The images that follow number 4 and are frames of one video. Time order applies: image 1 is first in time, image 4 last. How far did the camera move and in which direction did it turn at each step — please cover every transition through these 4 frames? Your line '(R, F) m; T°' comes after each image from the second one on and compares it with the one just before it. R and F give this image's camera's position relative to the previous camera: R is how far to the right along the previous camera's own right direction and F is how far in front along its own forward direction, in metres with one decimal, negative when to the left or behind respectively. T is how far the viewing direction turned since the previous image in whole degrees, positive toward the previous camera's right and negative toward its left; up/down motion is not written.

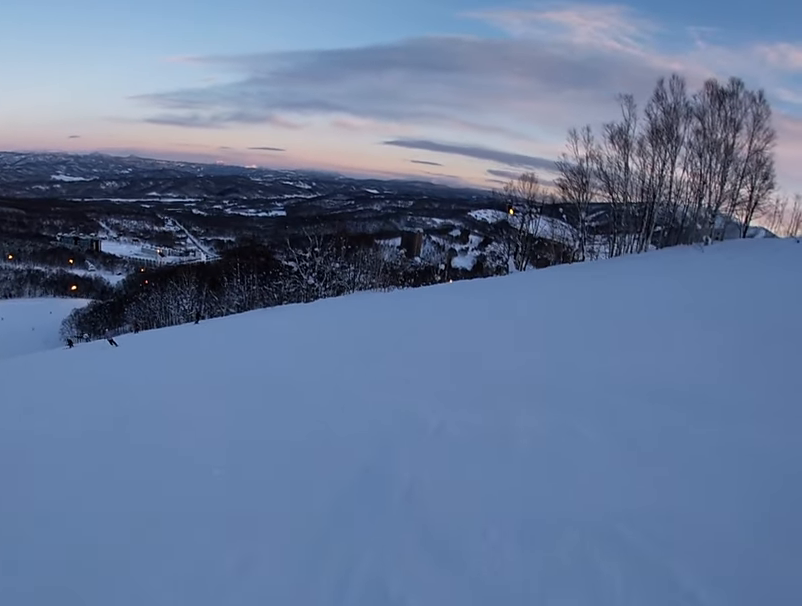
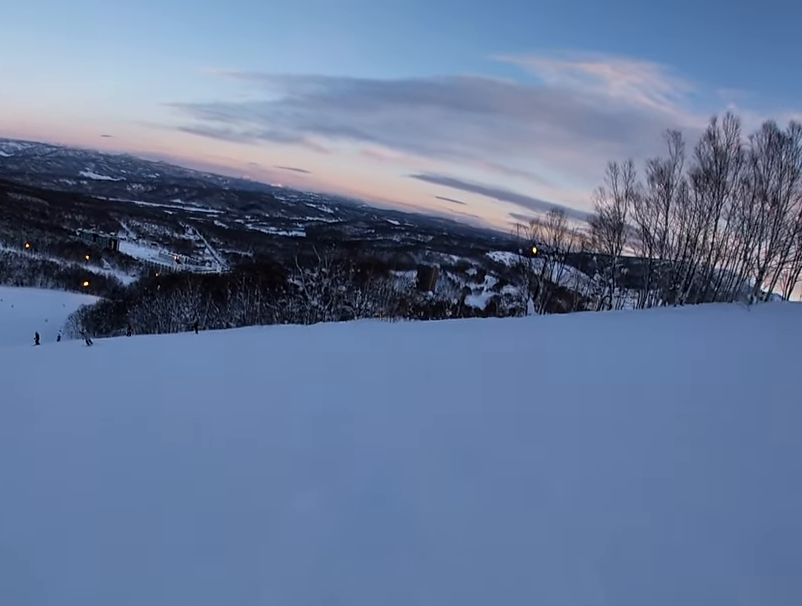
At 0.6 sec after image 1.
(+0.1, +4.3) m; +1°
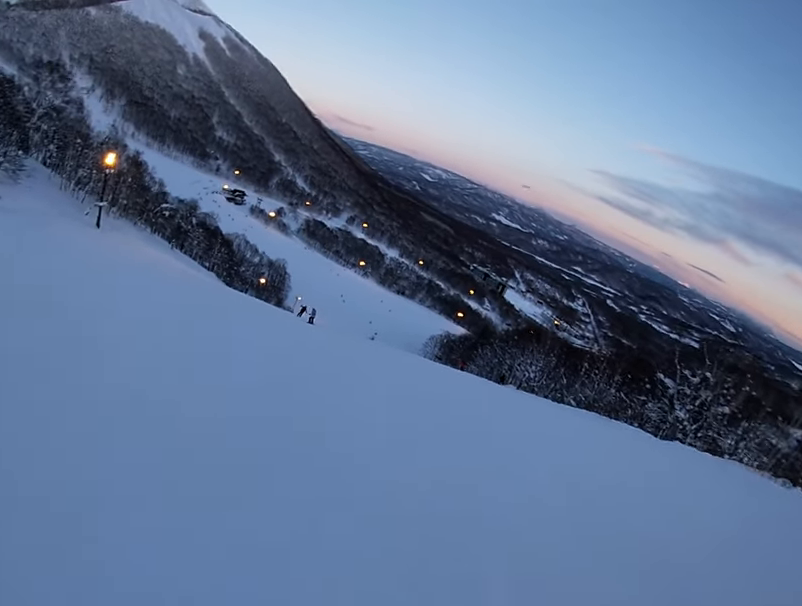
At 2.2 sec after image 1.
(-1.0, +9.9) m; -34°
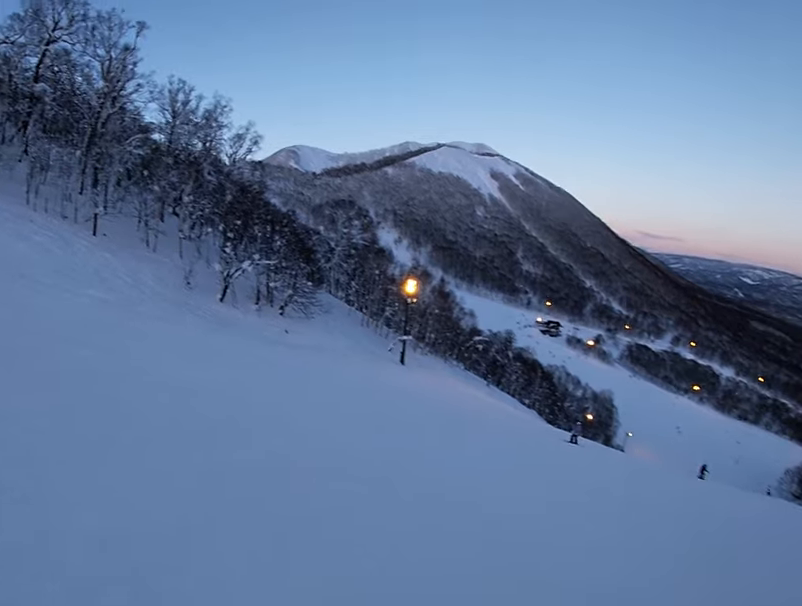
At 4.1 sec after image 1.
(-6.4, +9.9) m; -60°
